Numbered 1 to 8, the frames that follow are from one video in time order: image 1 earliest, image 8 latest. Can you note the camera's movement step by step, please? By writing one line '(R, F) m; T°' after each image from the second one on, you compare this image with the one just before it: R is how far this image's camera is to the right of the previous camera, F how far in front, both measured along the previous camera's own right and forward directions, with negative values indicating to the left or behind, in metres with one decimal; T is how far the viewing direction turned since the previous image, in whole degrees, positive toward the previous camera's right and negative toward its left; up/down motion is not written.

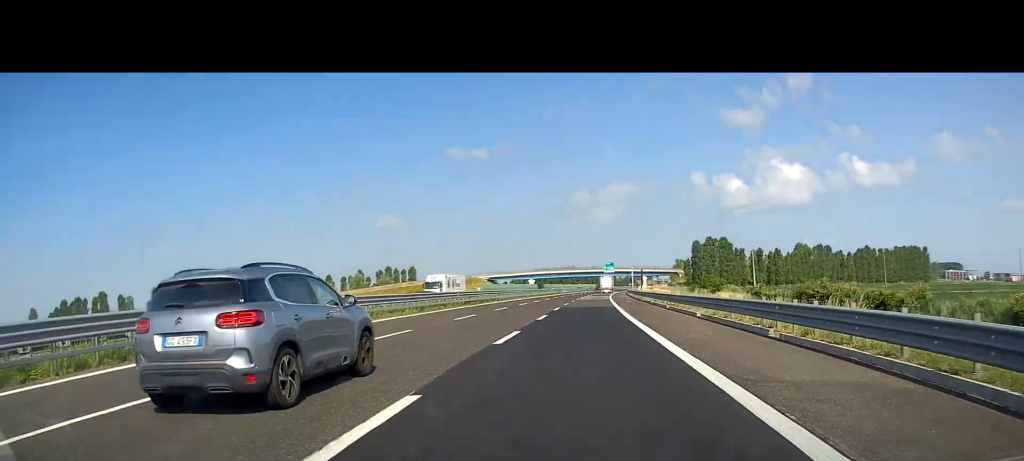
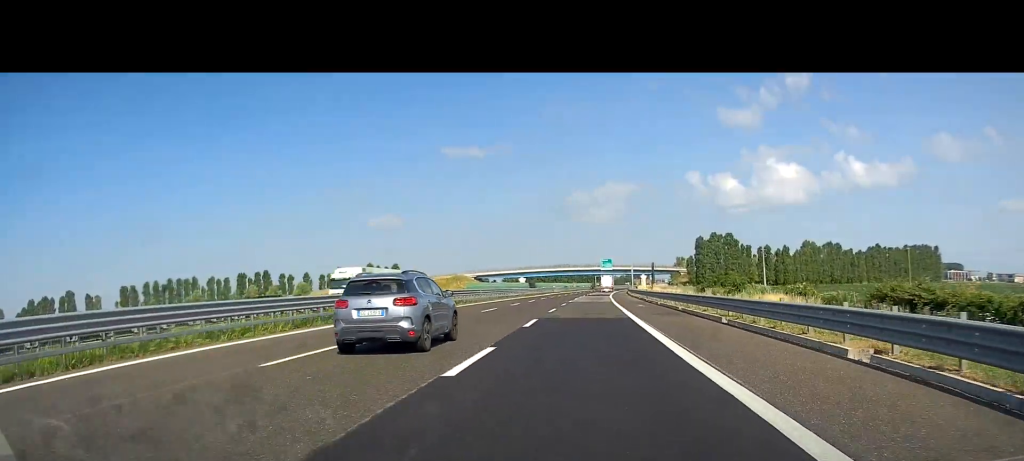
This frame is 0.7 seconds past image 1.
(-0.2, +17.6) m; 0°
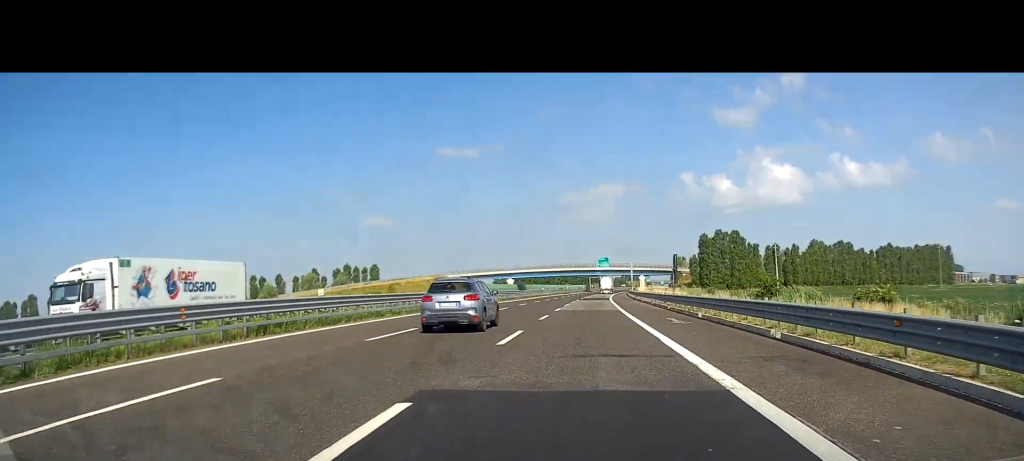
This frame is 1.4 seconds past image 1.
(+0.1, +18.5) m; 0°
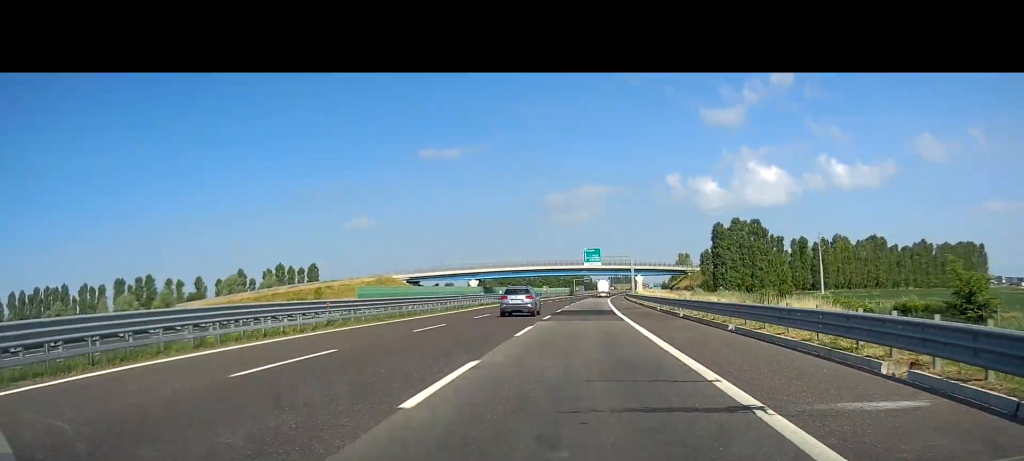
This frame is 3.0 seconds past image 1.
(+0.6, +43.2) m; +2°
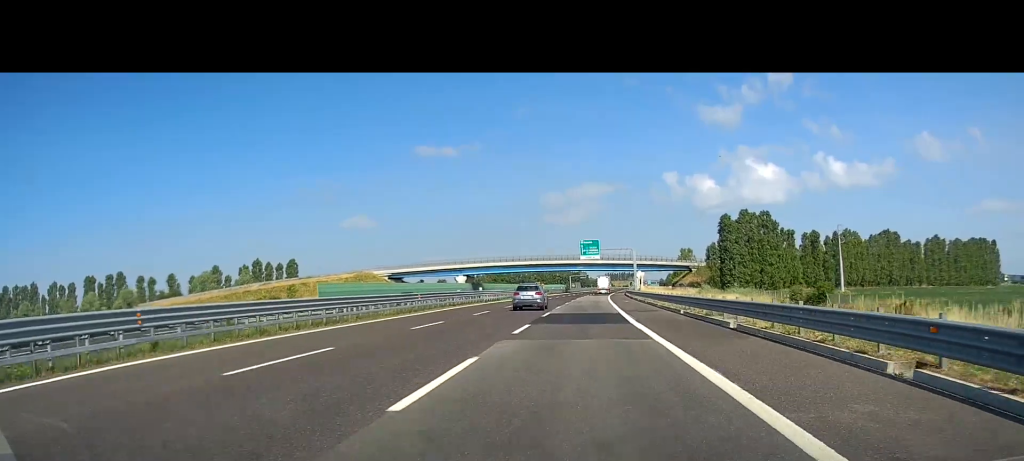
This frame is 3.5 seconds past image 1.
(+0.2, +12.3) m; +1°
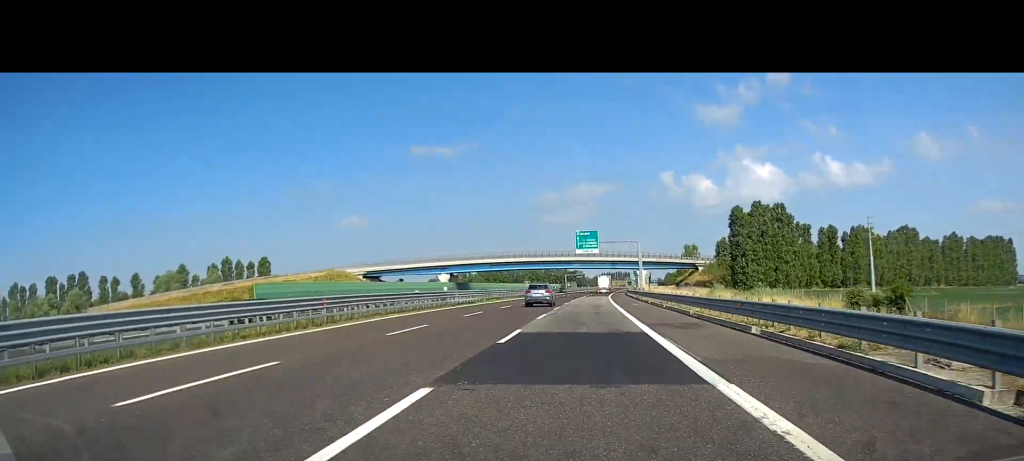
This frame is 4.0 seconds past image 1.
(+0.1, +15.0) m; 0°
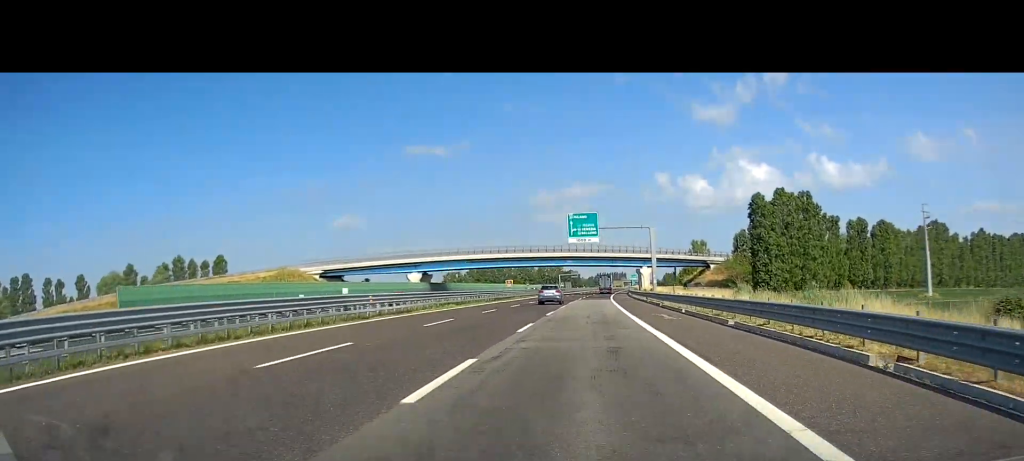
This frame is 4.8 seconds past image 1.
(0.0, +20.2) m; 0°
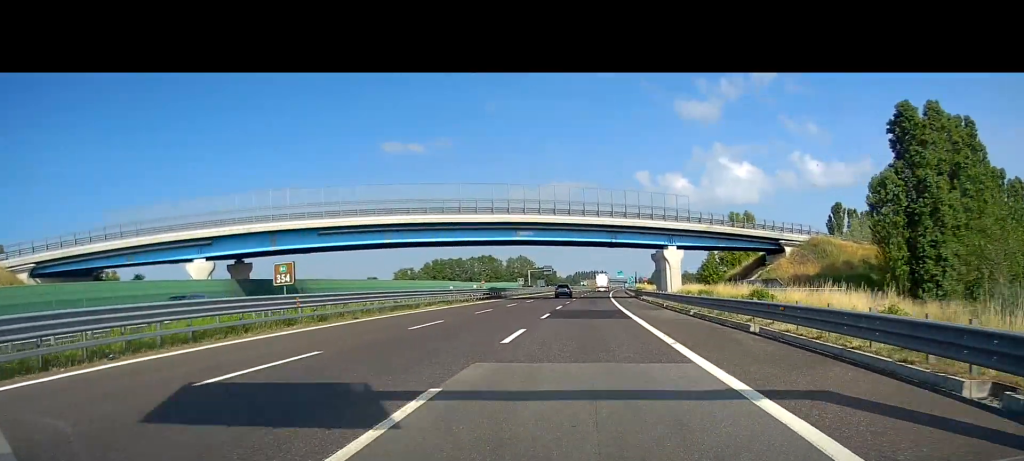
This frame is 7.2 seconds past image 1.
(+1.0, +63.1) m; +2°
